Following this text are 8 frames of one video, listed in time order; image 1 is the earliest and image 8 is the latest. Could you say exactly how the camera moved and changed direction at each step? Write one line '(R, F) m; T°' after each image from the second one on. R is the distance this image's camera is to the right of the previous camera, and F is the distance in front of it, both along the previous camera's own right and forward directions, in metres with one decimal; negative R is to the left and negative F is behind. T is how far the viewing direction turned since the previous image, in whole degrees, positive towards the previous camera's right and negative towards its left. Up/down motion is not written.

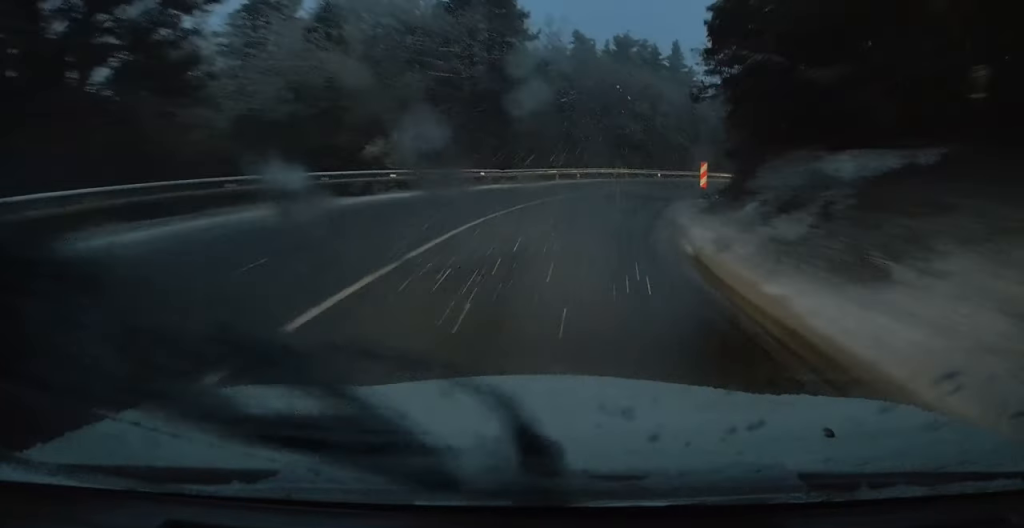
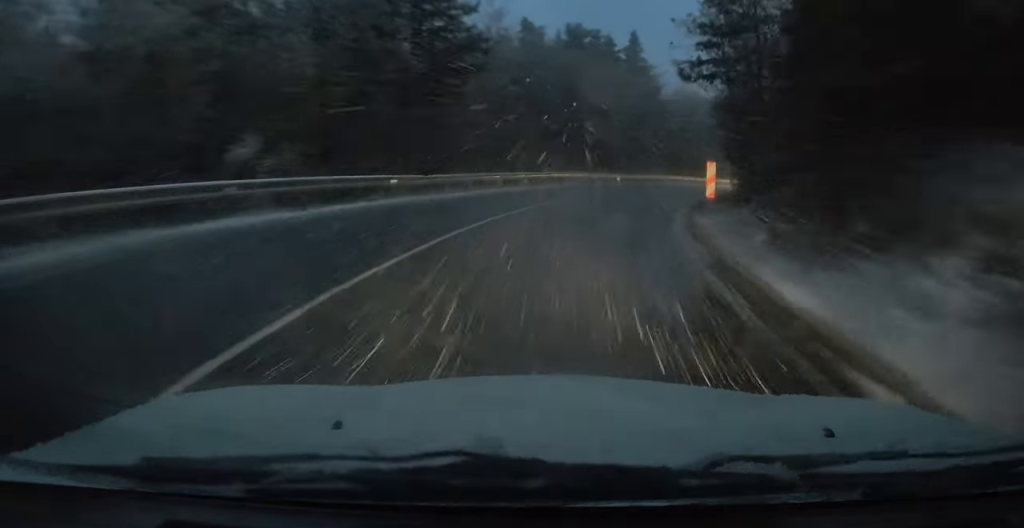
(+0.4, +8.1) m; +6°
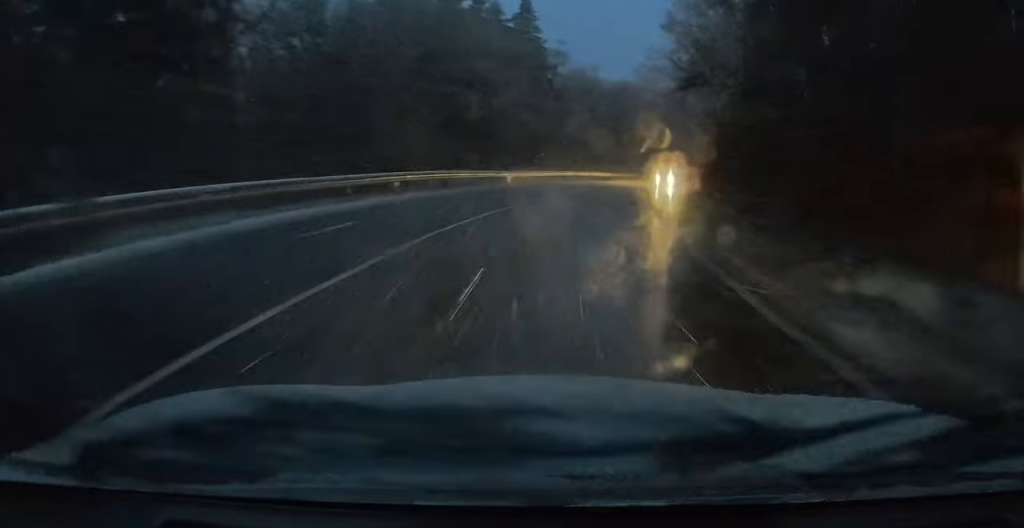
(+1.7, +15.6) m; +10°
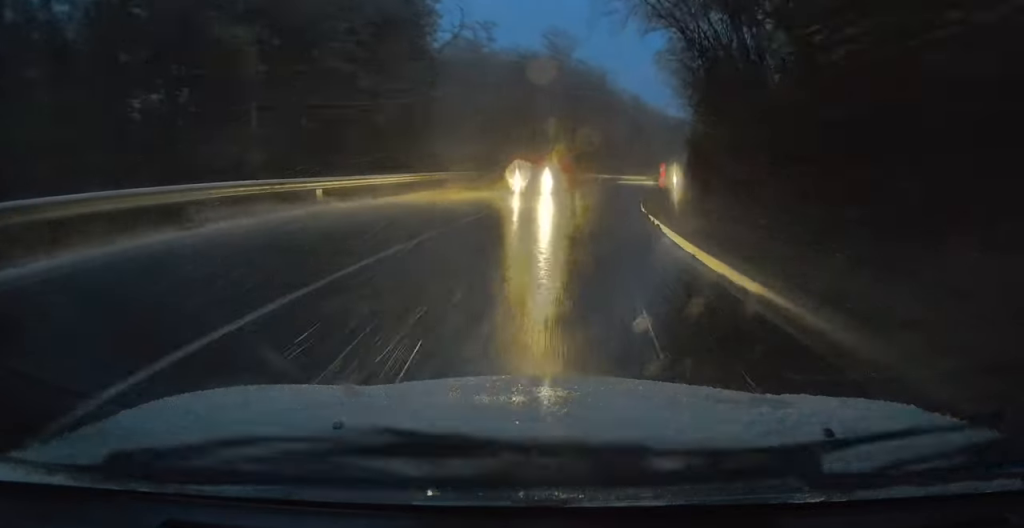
(+1.2, +19.3) m; +7°
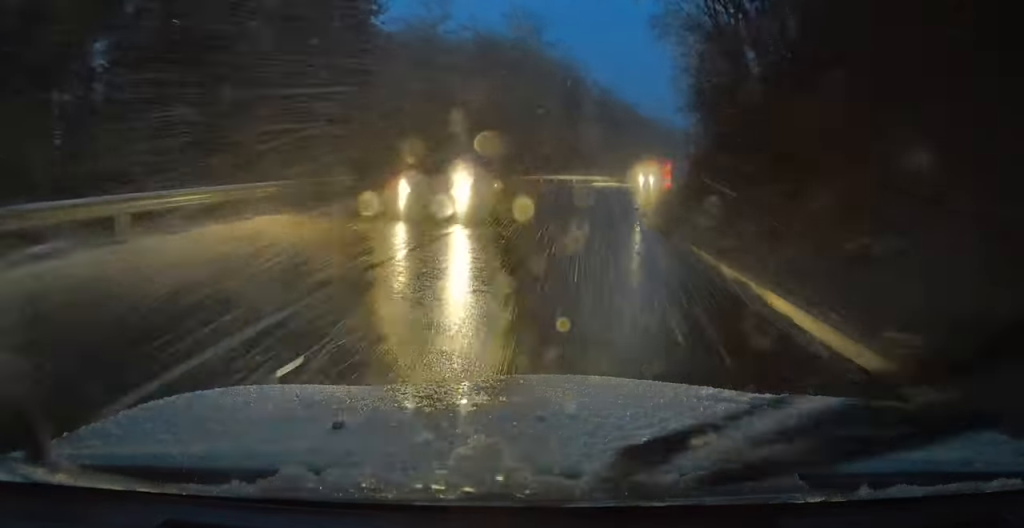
(0.0, +8.1) m; +4°
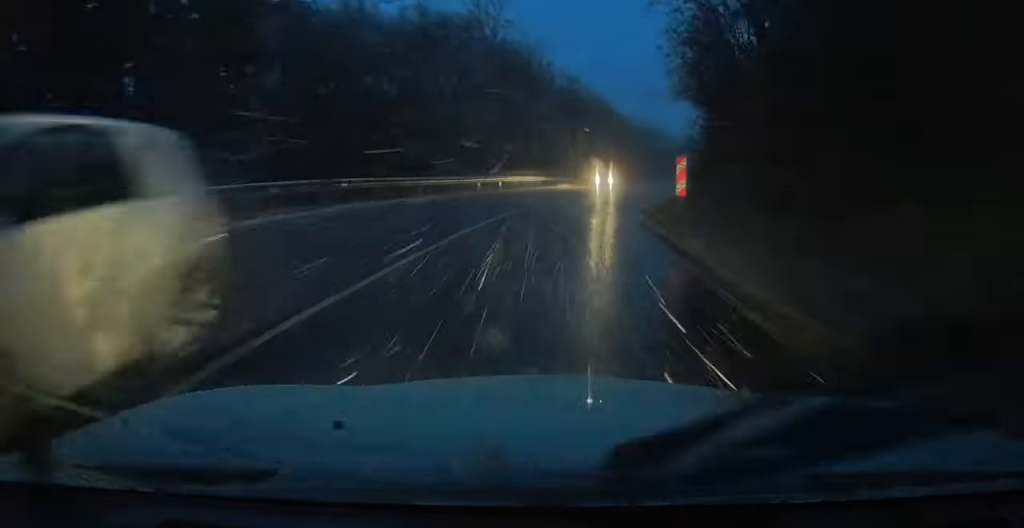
(+0.4, +7.6) m; +3°
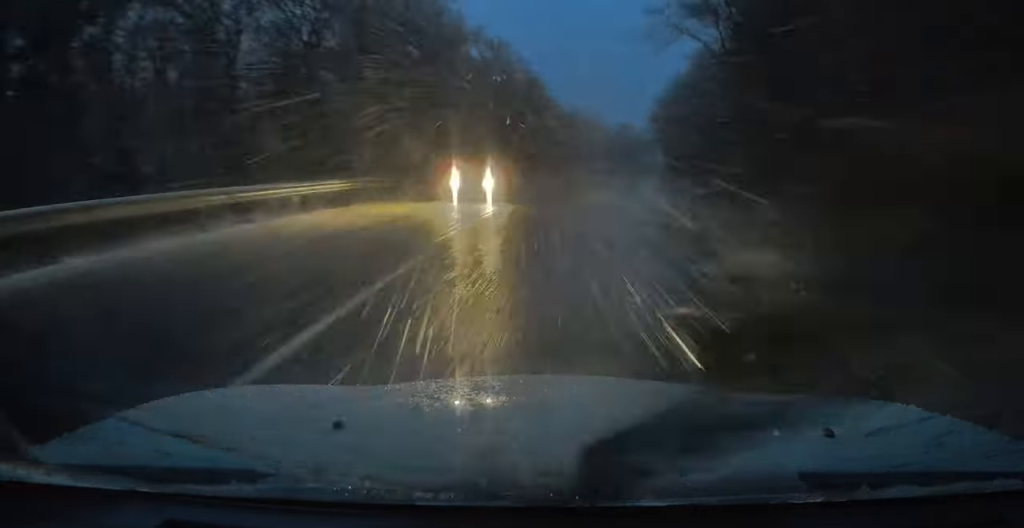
(+0.8, +17.1) m; +4°
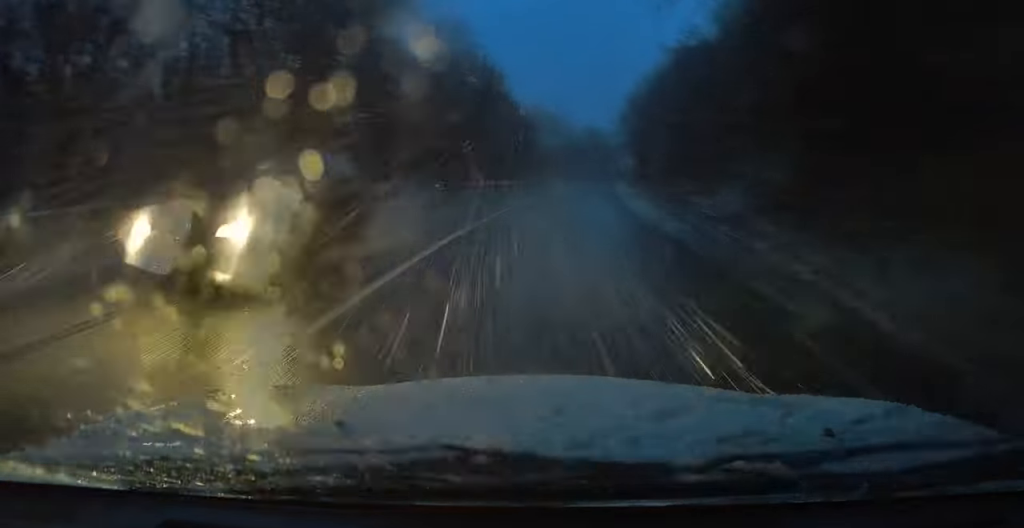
(+0.1, +7.7) m; +2°
